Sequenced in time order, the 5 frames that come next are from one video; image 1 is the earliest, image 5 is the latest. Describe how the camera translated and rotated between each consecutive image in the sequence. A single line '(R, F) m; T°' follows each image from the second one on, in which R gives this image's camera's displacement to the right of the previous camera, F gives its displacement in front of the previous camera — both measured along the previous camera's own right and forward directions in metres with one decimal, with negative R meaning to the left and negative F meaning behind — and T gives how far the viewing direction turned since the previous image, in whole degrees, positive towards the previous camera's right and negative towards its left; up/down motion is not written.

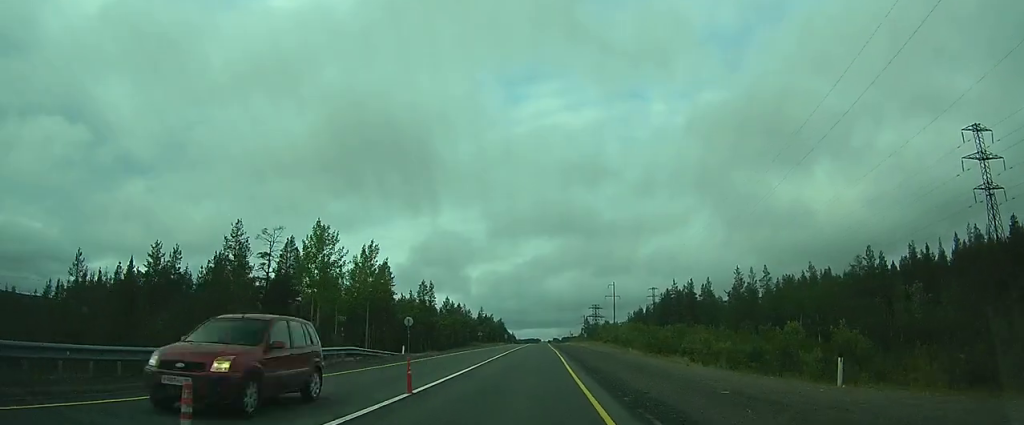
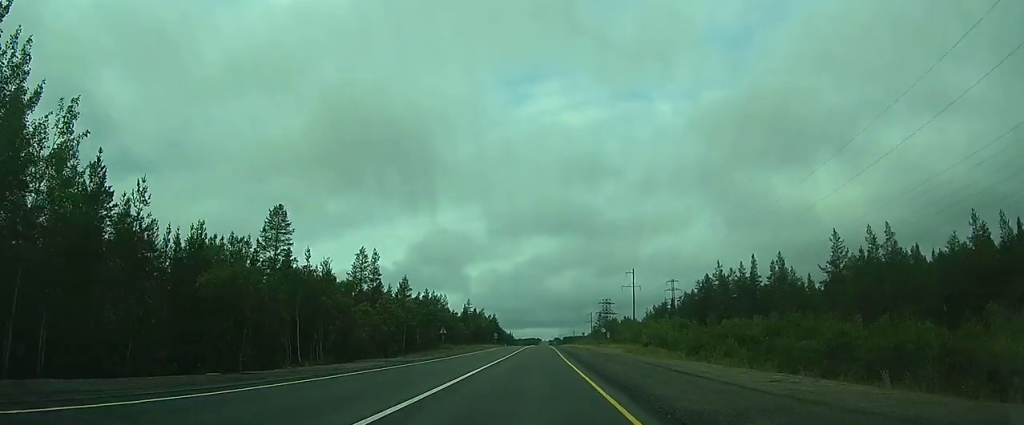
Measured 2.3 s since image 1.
(-0.1, +46.3) m; -1°
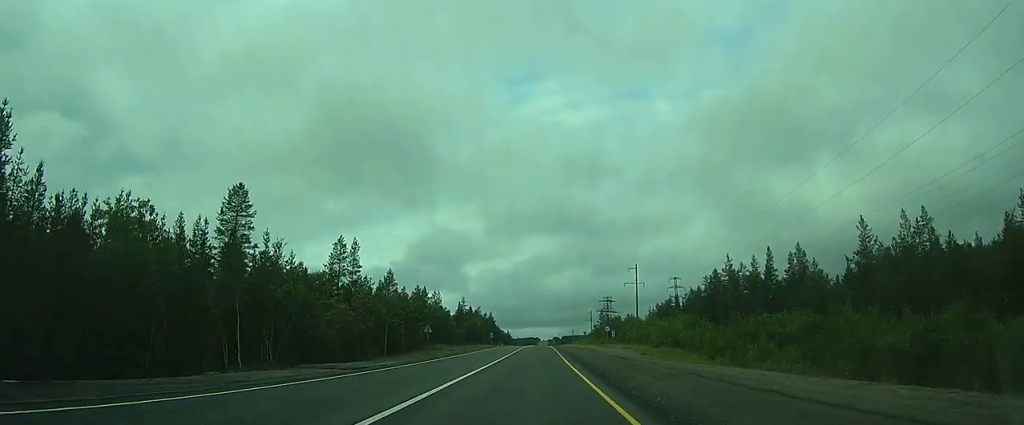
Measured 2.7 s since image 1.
(0.0, +8.1) m; 0°
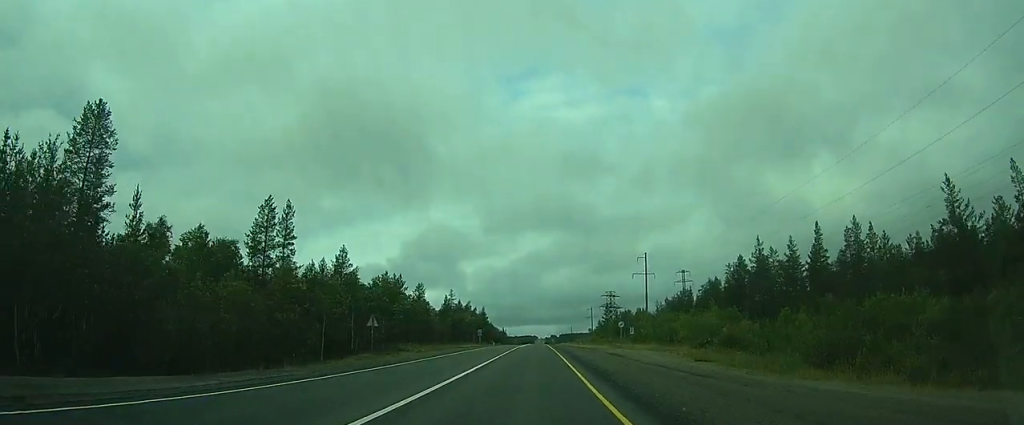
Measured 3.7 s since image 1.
(0.0, +19.1) m; 0°
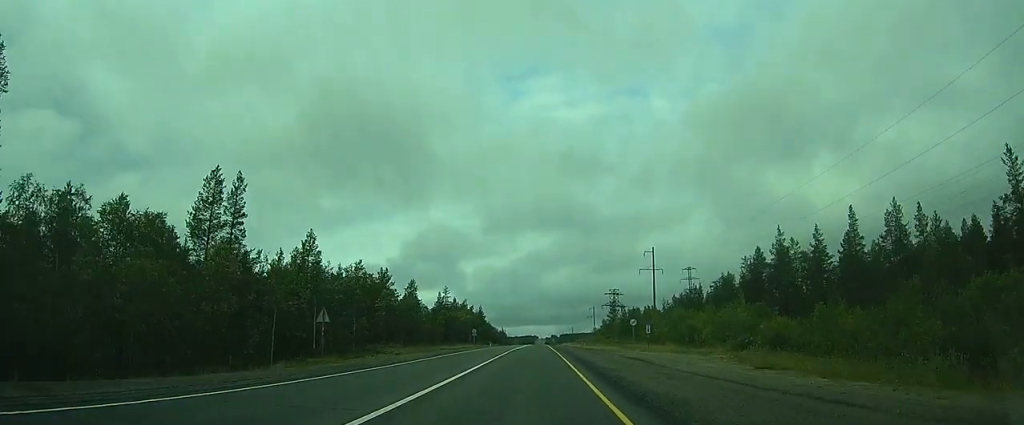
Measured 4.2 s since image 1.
(0.0, +9.9) m; 0°
